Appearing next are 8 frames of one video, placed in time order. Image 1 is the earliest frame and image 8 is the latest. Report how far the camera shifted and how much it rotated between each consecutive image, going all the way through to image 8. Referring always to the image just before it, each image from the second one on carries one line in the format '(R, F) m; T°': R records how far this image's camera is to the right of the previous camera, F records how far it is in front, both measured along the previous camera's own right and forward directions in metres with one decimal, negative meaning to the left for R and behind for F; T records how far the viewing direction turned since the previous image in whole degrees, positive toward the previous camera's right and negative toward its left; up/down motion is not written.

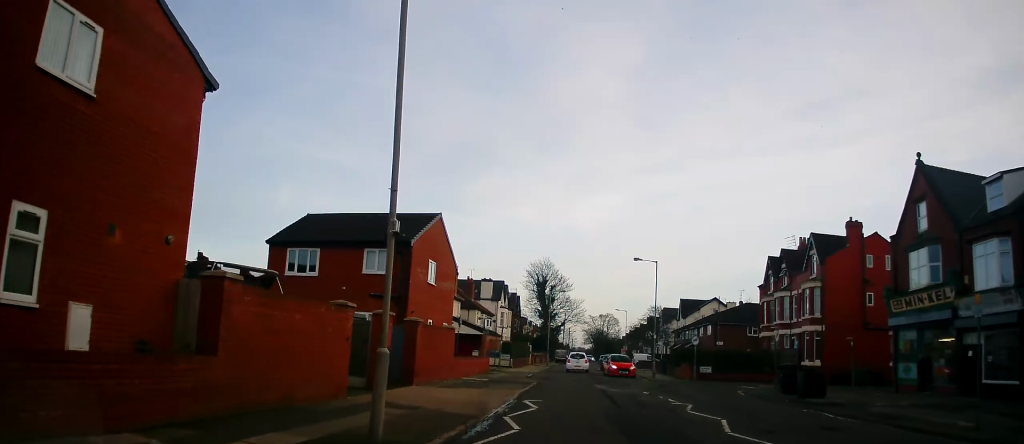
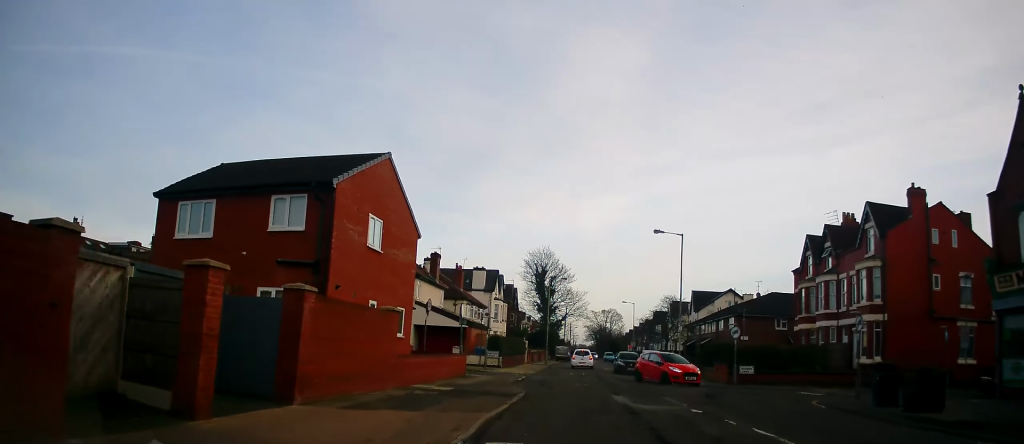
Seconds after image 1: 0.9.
(-0.5, +8.3) m; 0°
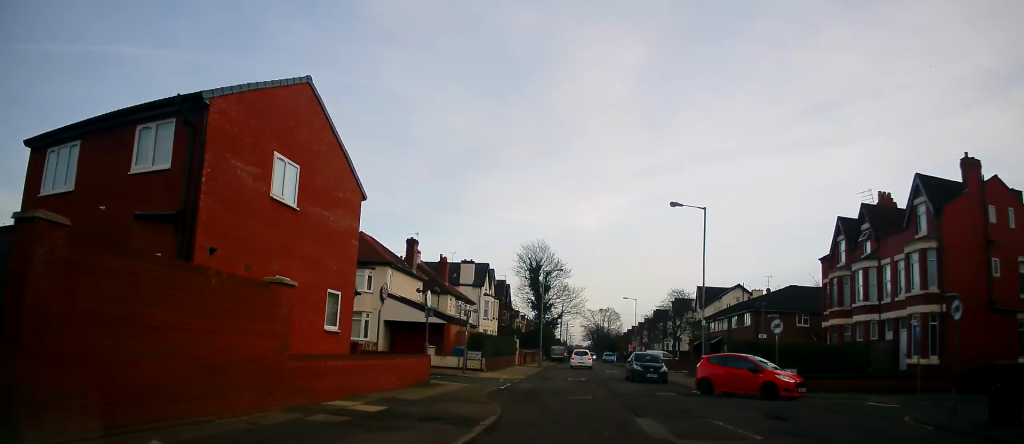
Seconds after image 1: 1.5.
(+0.3, +6.2) m; +1°
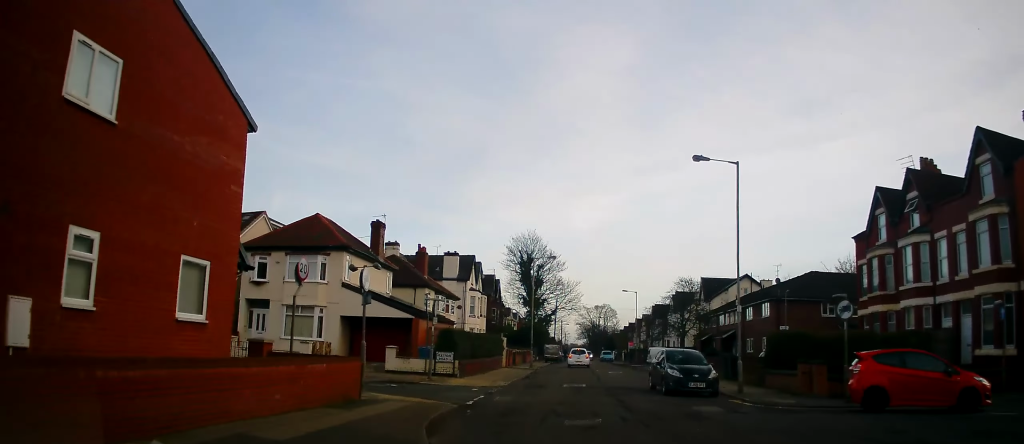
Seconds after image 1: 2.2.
(+0.1, +6.3) m; 0°
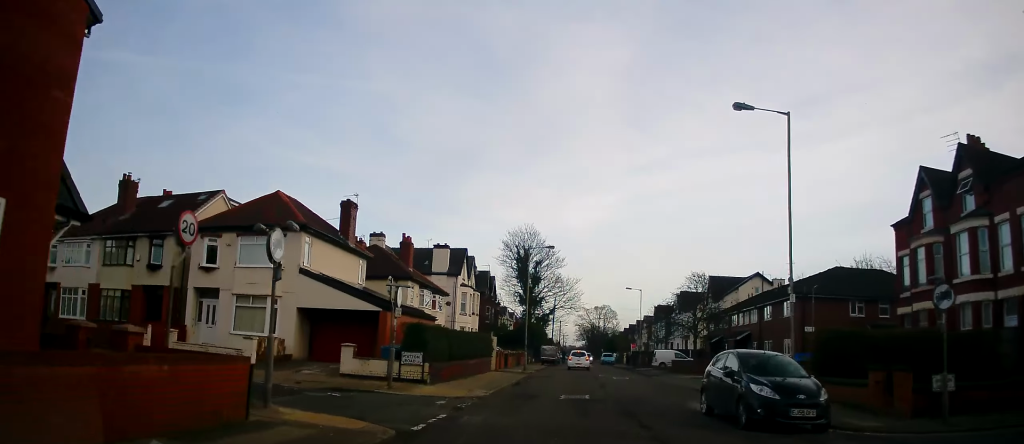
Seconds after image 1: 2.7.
(-0.1, +5.1) m; -2°
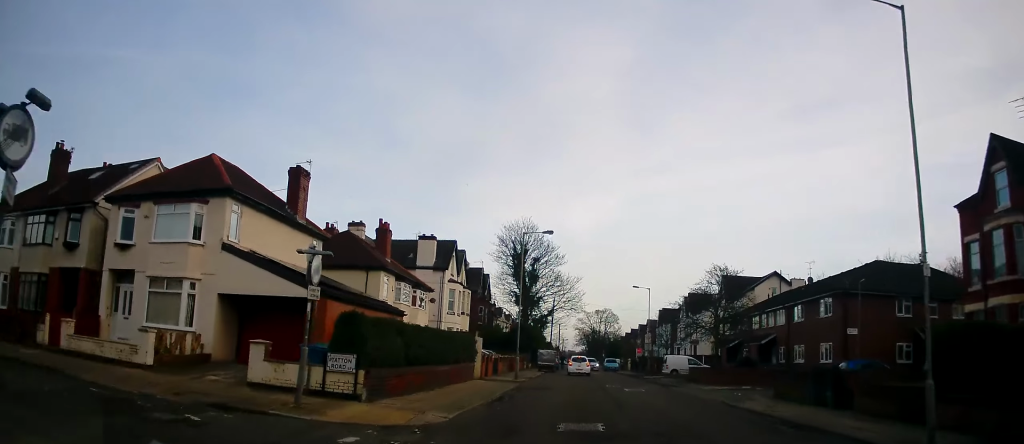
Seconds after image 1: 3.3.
(-0.1, +6.4) m; 0°
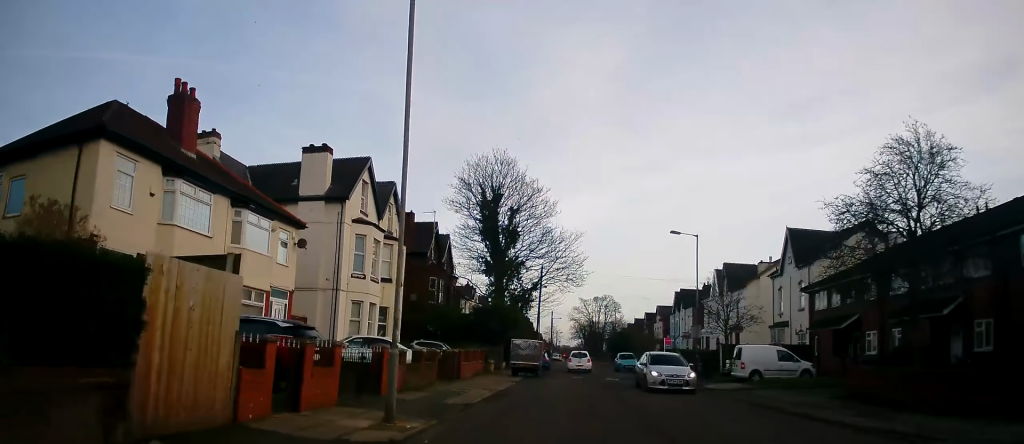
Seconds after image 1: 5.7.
(+0.6, +23.1) m; +1°
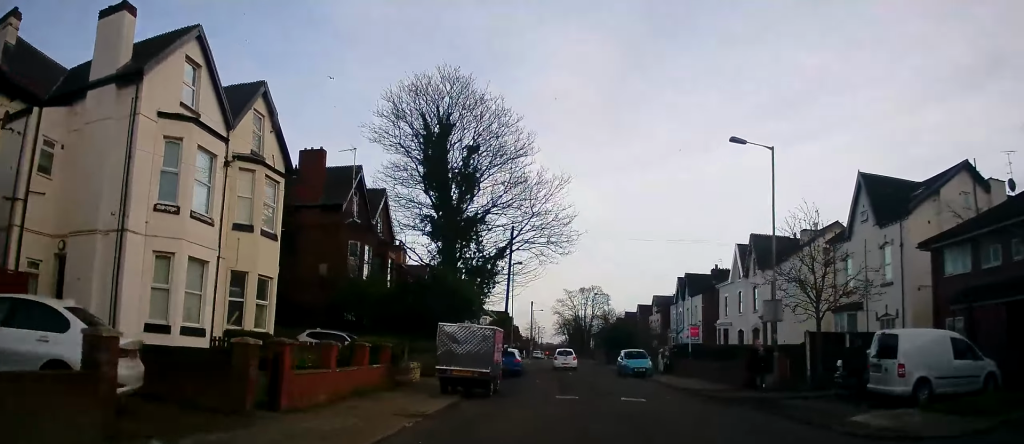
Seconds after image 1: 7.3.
(+0.1, +14.9) m; +3°
